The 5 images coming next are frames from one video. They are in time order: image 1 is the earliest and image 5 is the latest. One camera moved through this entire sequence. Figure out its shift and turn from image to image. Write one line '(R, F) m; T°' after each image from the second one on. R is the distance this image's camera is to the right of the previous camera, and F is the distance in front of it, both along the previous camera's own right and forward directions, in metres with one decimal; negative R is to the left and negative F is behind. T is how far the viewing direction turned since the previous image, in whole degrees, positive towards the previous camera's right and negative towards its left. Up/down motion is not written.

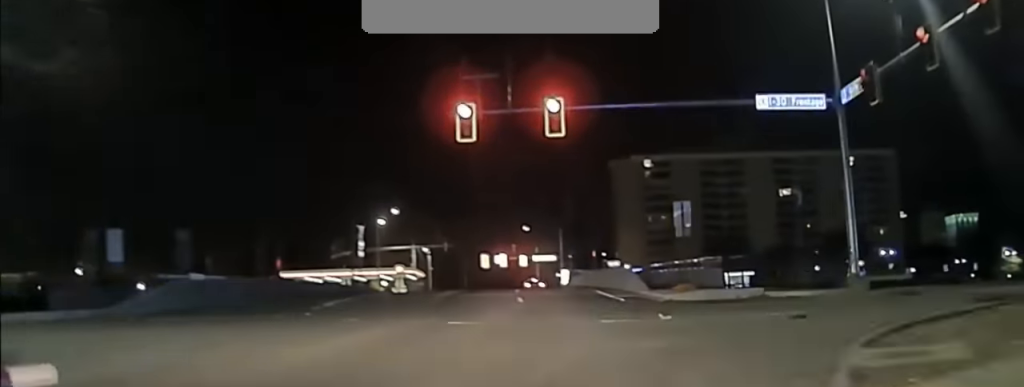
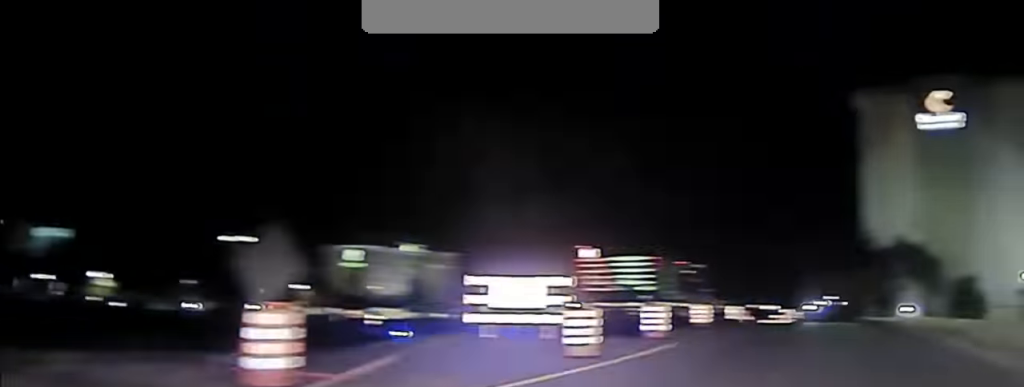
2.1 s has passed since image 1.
(+7.8, +19.4) m; +55°
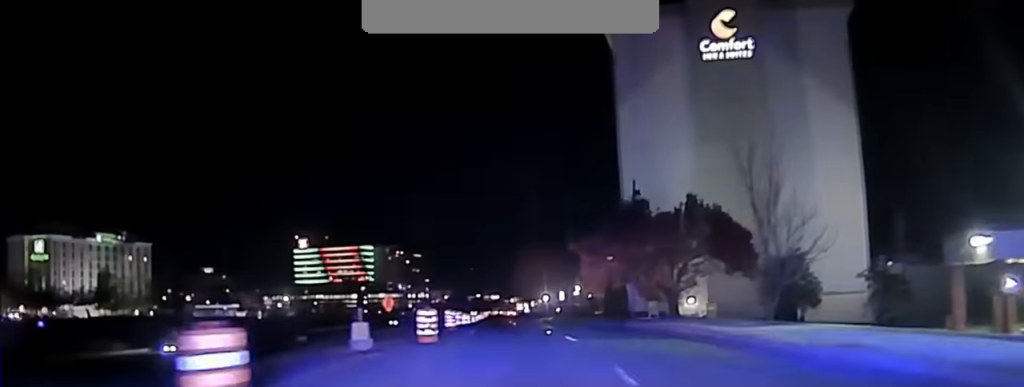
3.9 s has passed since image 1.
(+5.9, +22.0) m; +18°
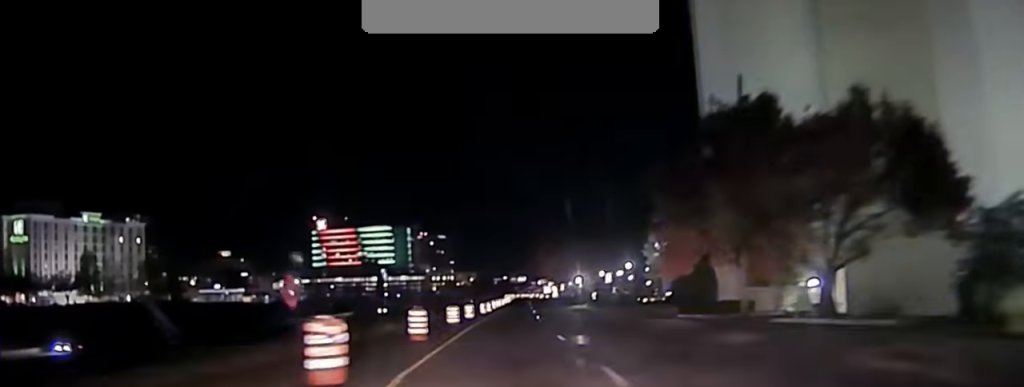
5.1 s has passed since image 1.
(+0.3, +22.5) m; -1°
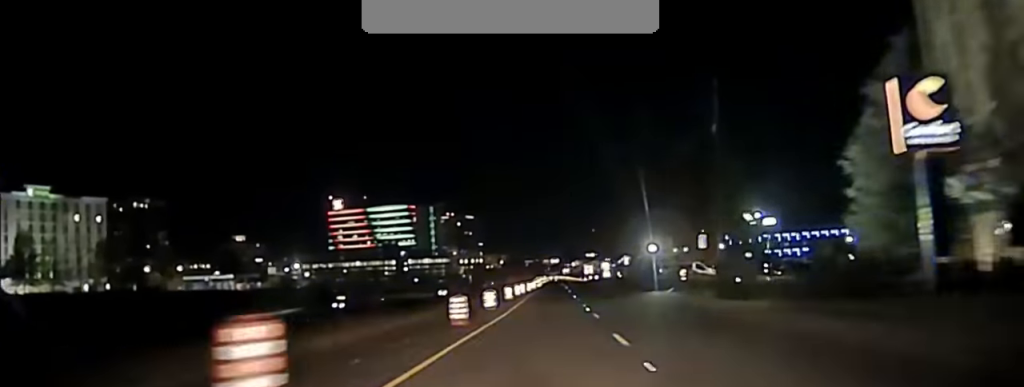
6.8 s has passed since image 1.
(-1.7, +44.5) m; -3°
